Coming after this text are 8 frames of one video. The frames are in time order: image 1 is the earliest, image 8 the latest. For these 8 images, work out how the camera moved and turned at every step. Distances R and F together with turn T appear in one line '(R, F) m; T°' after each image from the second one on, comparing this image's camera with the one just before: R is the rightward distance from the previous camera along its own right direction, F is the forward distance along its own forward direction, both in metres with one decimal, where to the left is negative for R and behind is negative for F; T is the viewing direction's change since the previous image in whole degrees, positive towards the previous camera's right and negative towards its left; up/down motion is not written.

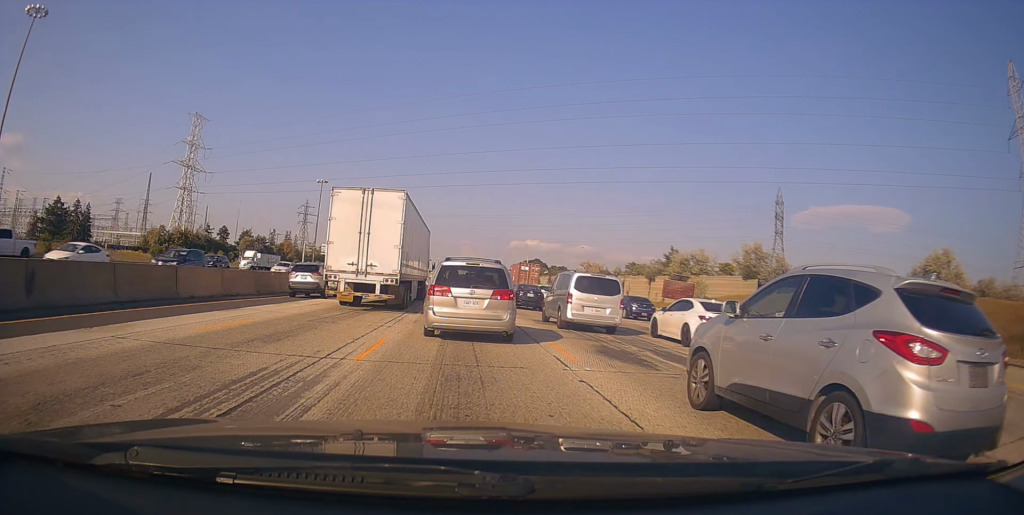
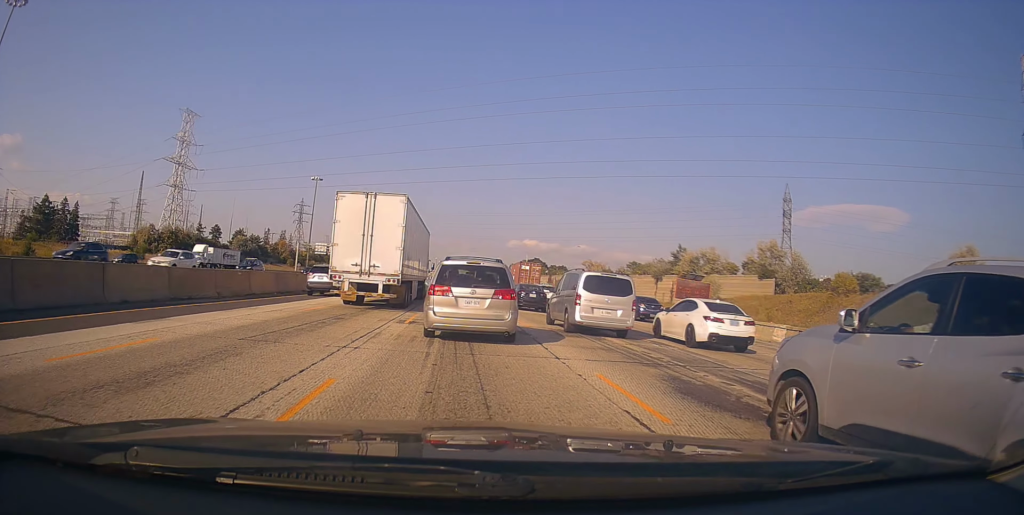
(-0.1, +4.6) m; -1°
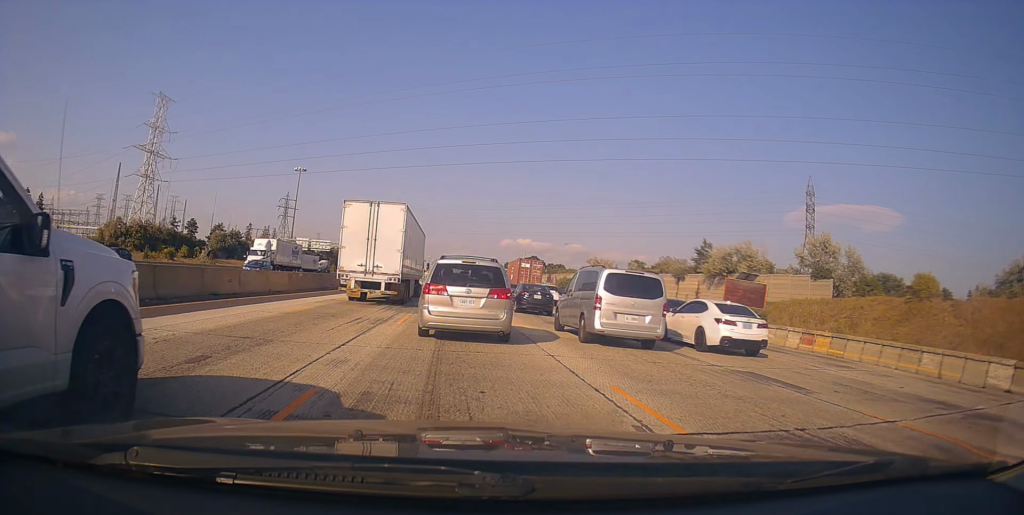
(+0.3, +13.0) m; 0°
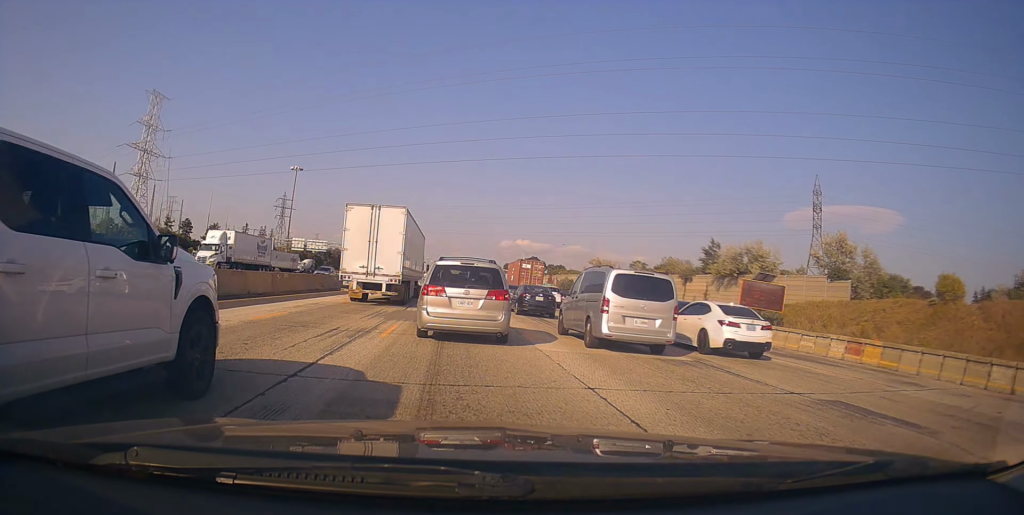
(-0.3, +3.1) m; +2°
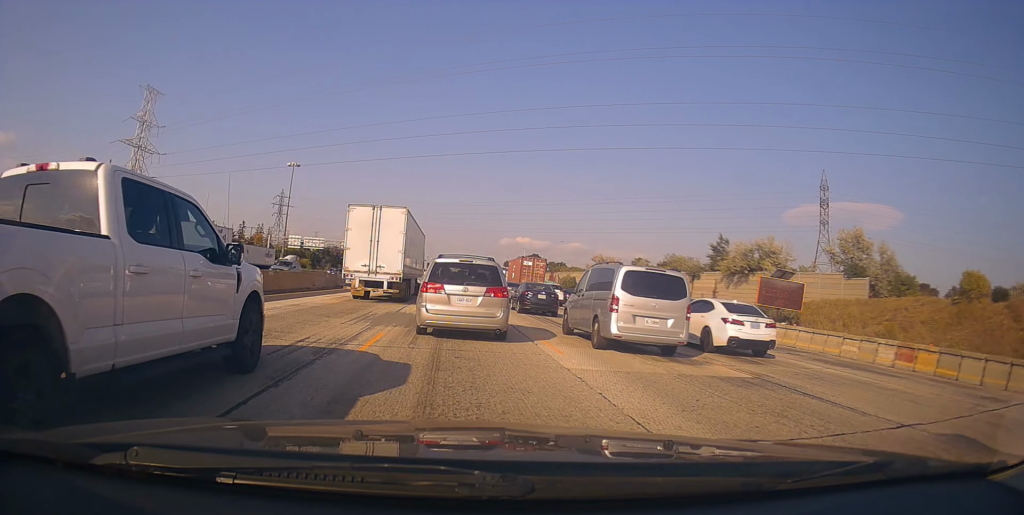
(-0.3, +2.9) m; +1°
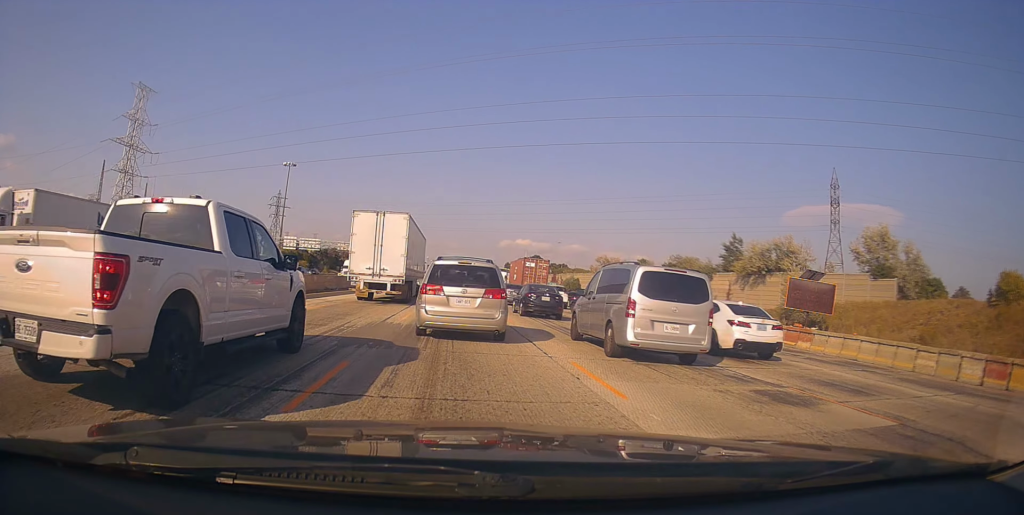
(+0.5, +4.1) m; 0°
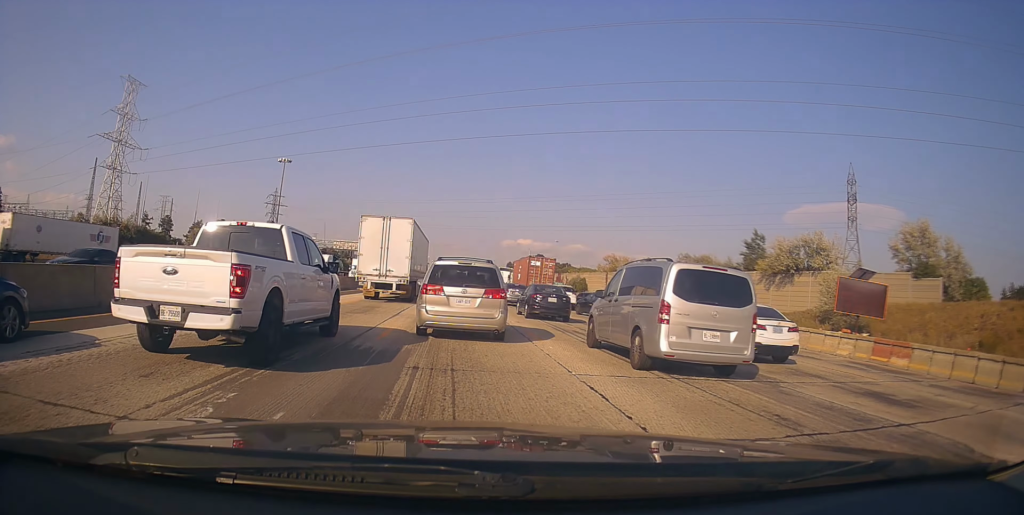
(-0.1, +5.7) m; -3°
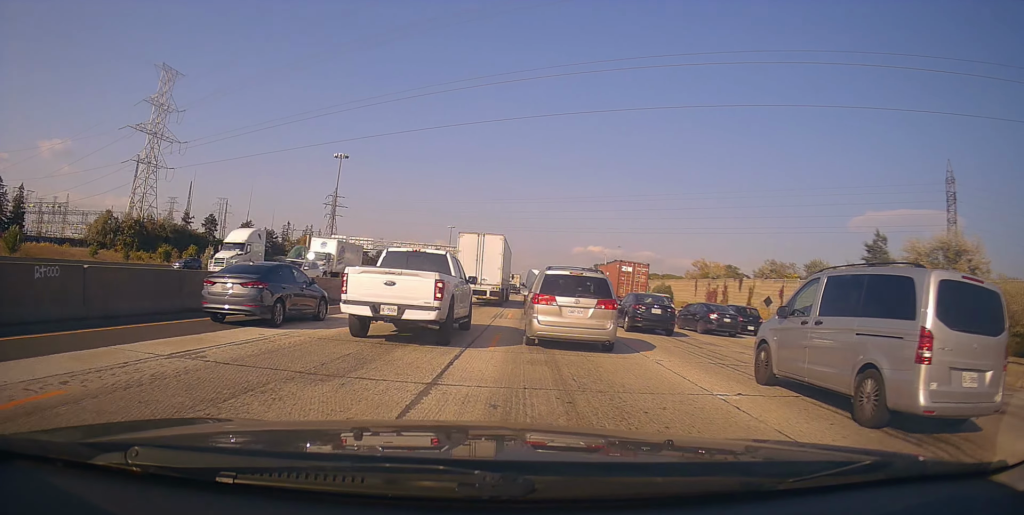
(-0.4, +12.3) m; -2°
